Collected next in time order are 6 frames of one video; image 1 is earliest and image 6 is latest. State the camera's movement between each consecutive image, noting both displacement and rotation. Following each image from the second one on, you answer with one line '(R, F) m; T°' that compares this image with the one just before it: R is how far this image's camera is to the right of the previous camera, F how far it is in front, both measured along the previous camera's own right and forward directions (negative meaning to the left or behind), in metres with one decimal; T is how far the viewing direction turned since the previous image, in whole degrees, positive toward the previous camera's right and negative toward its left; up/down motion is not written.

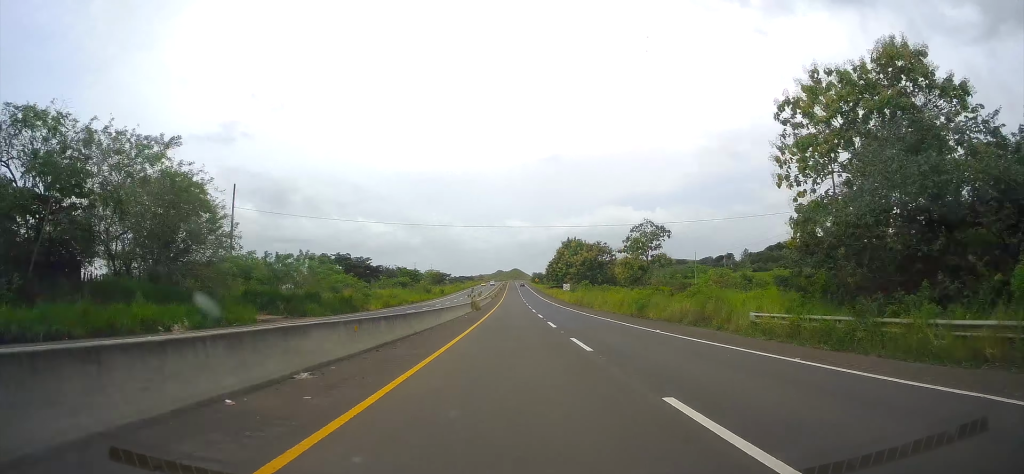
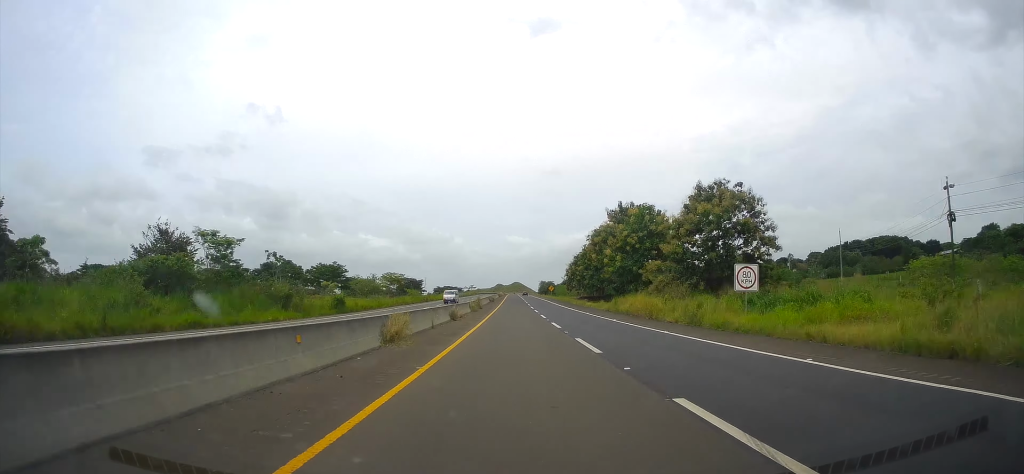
(-0.5, +84.8) m; 0°
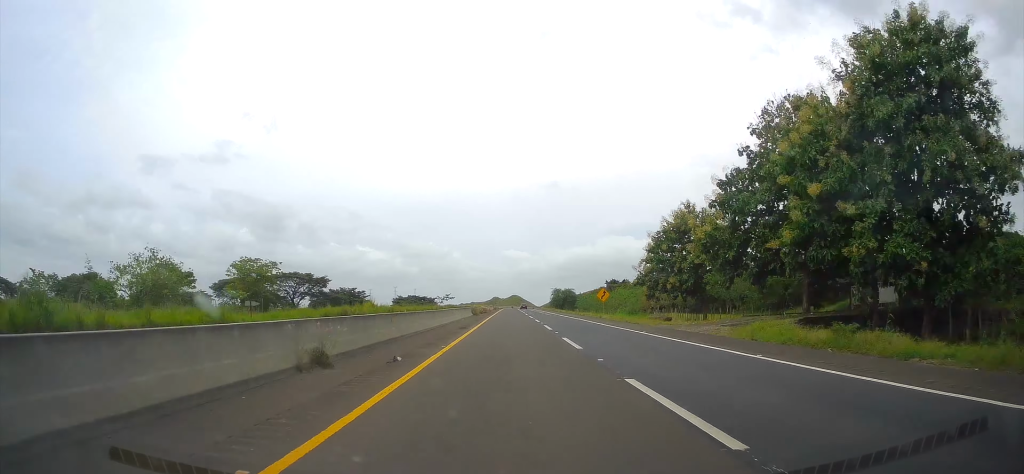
(+0.4, +91.0) m; 0°
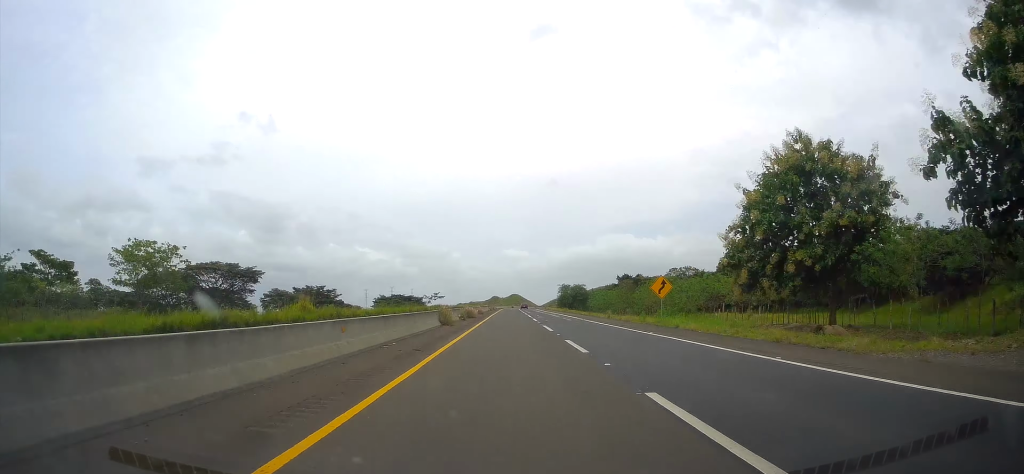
(0.0, +25.5) m; 0°
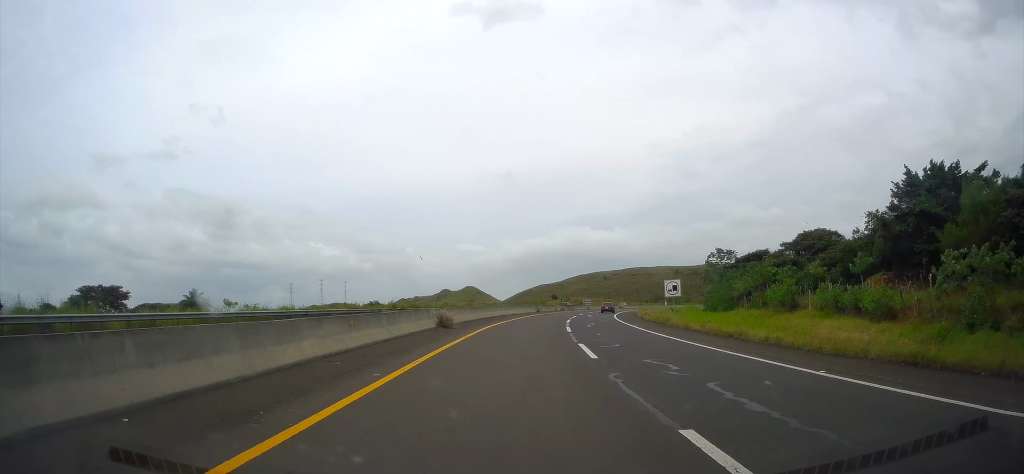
(+0.6, +162.6) m; +3°
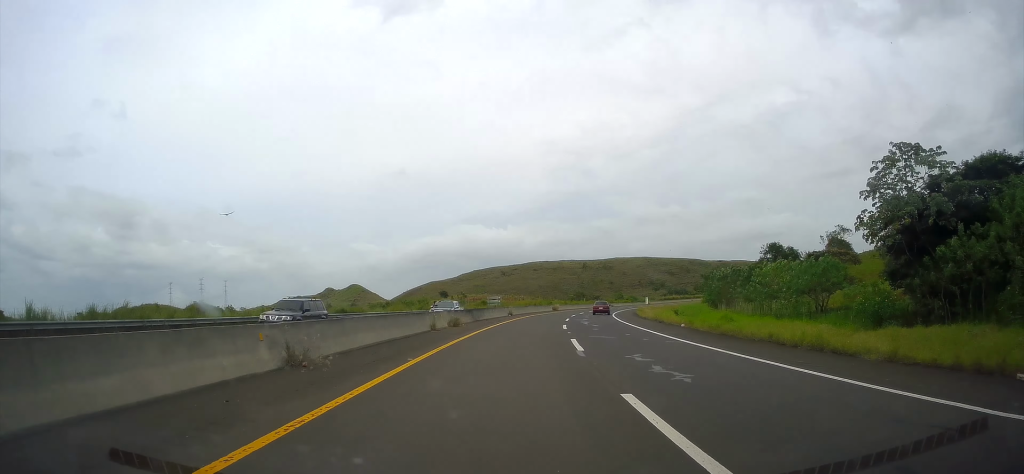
(+3.1, +59.1) m; +7°
